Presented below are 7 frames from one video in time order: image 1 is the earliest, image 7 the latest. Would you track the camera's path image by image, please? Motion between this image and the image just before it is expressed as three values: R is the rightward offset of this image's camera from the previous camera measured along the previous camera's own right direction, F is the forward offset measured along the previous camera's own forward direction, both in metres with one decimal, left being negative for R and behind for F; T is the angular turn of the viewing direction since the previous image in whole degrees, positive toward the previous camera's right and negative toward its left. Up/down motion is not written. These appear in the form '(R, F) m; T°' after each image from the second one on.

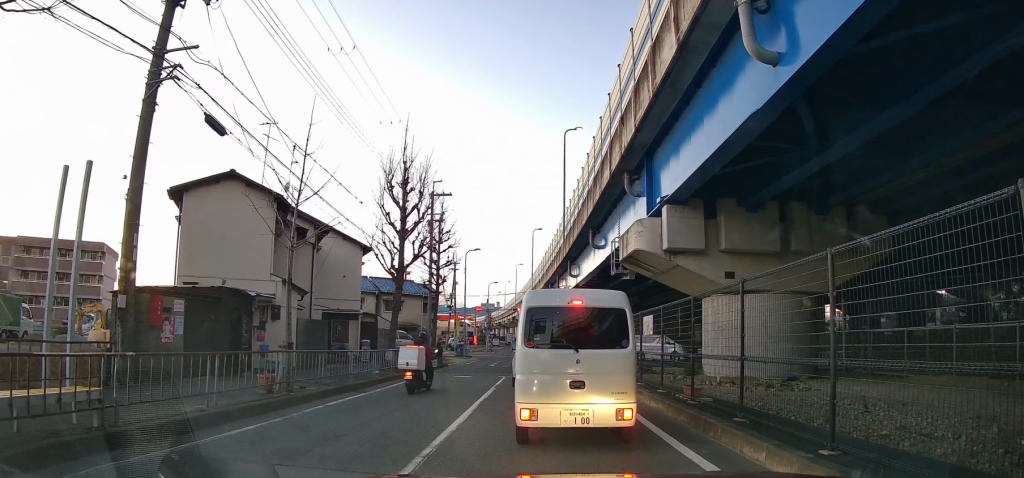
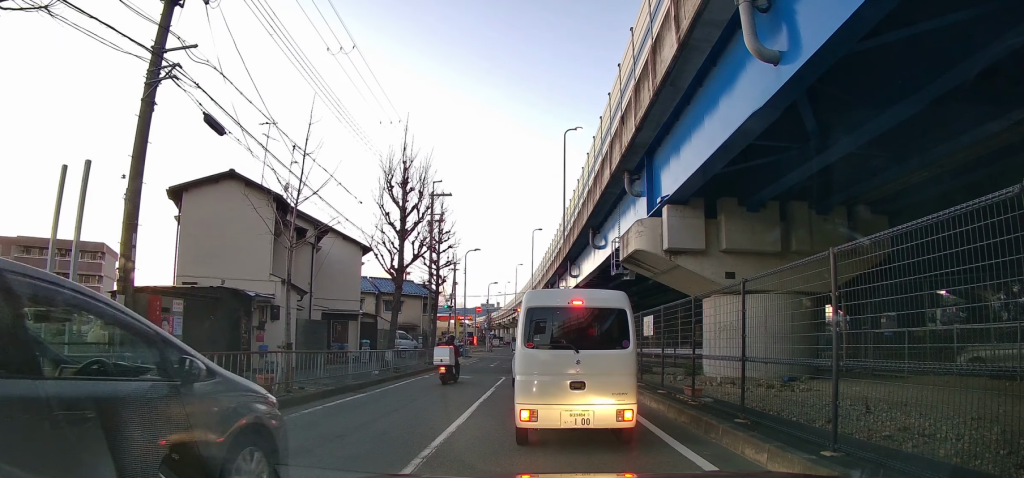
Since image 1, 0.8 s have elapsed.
(0.0, 0.0) m; 0°
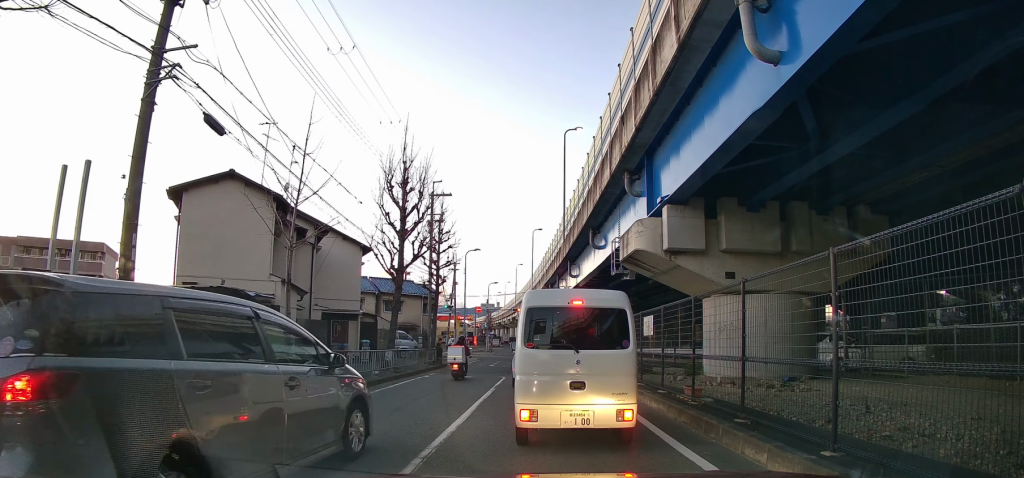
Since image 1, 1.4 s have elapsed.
(0.0, 0.0) m; 0°
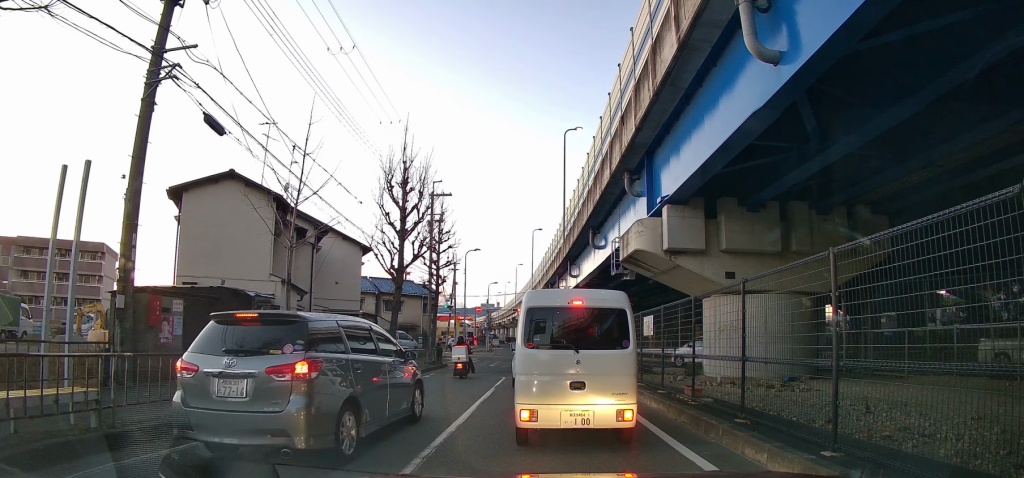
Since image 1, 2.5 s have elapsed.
(0.0, 0.0) m; 0°
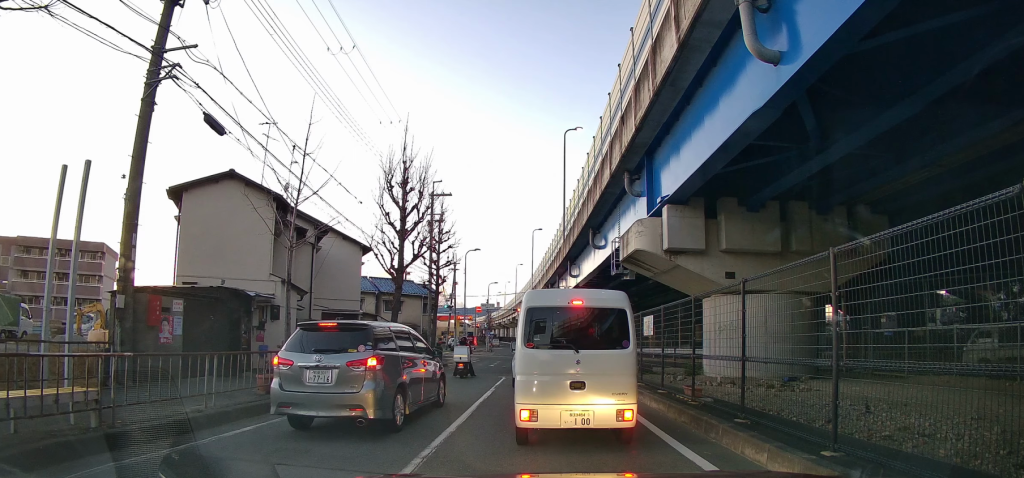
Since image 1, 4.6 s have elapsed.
(0.0, 0.0) m; 0°
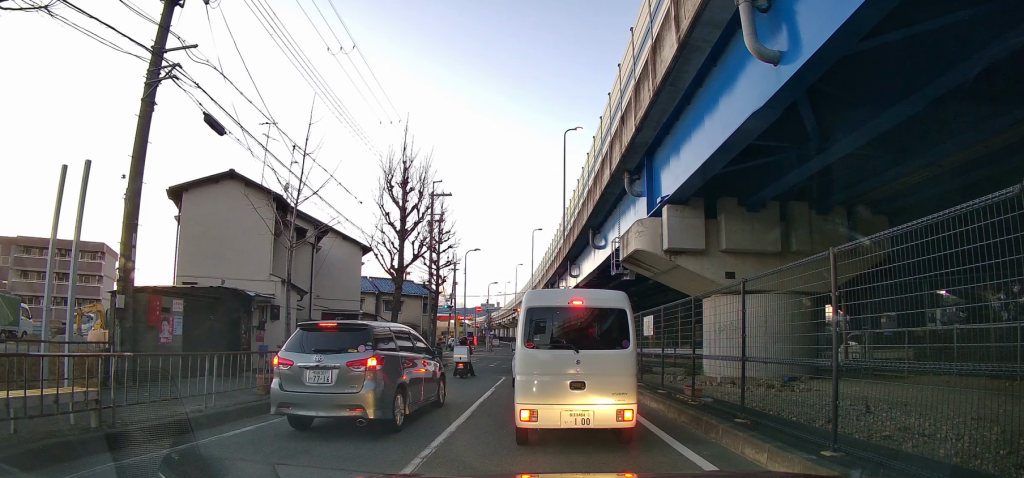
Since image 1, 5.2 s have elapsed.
(-0.1, +0.1) m; 0°
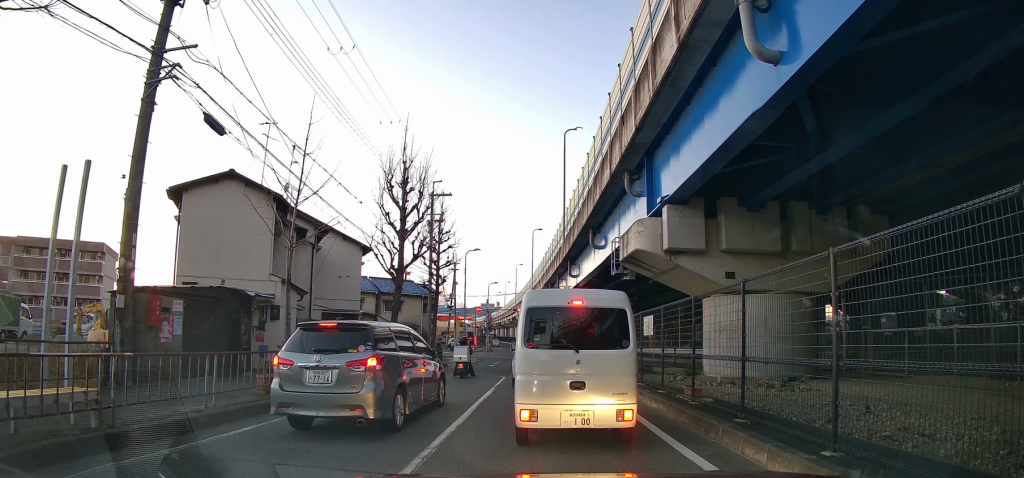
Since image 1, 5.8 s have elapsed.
(-0.1, 0.0) m; 0°
